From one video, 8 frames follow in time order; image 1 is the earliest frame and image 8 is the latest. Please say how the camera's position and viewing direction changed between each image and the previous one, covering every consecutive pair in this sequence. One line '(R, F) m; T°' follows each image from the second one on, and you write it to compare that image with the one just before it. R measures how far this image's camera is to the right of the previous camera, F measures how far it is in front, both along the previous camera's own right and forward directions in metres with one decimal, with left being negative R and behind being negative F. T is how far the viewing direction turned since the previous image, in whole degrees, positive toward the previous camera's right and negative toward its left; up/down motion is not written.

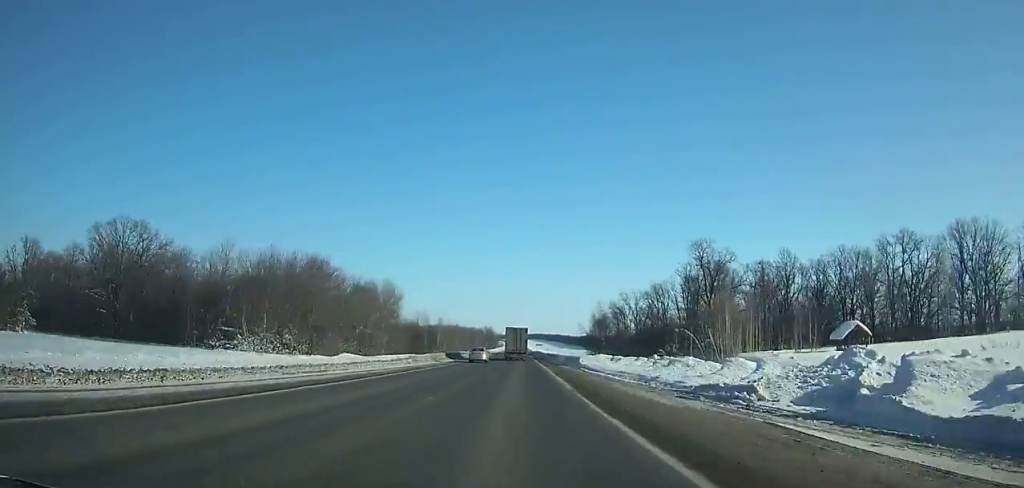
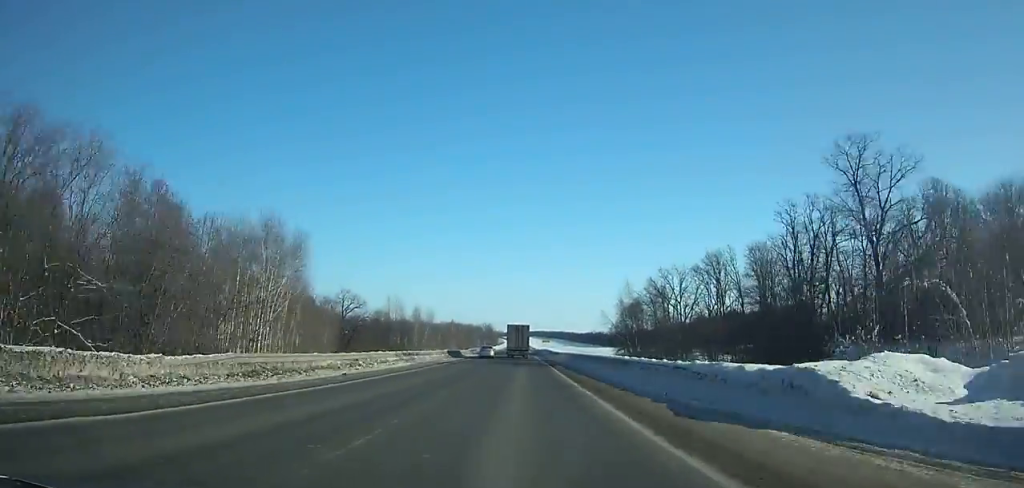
(-0.1, +40.7) m; 0°
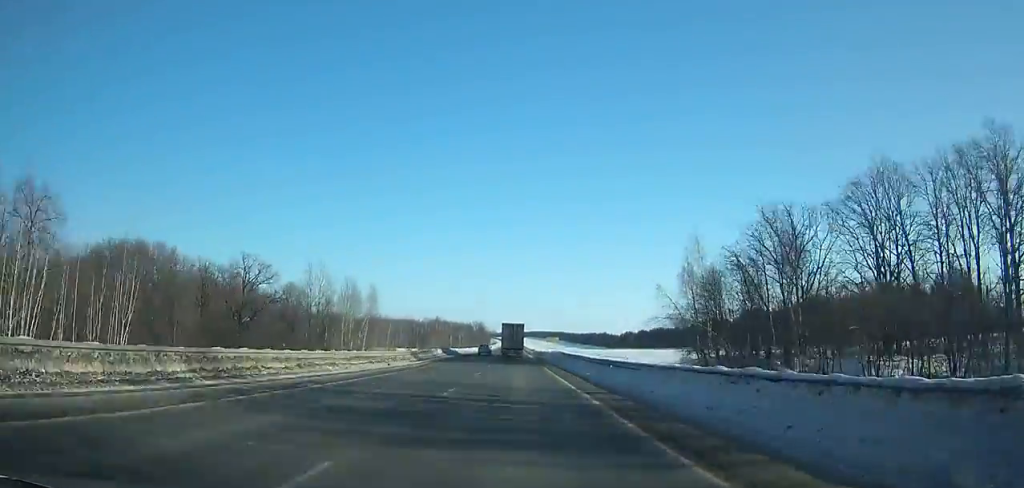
(+0.3, +50.8) m; 0°
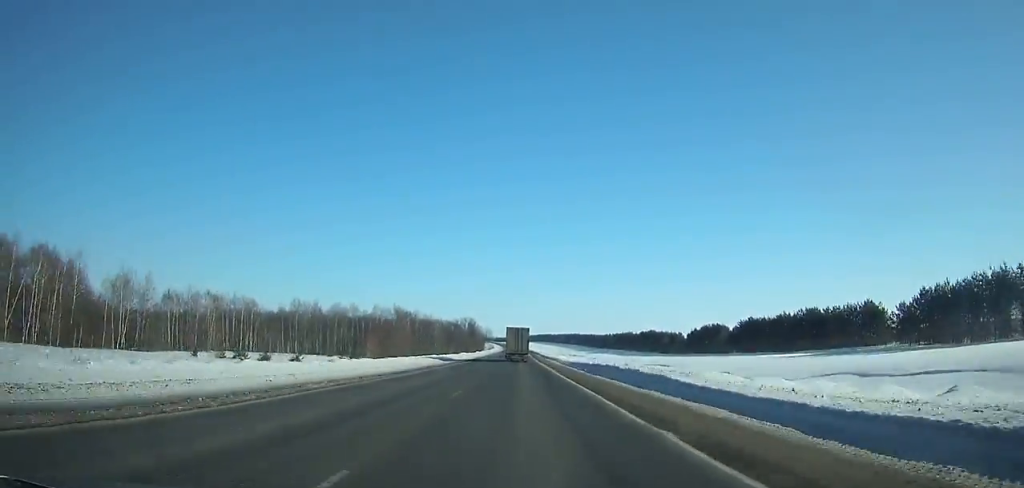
(-0.7, +132.4) m; 0°
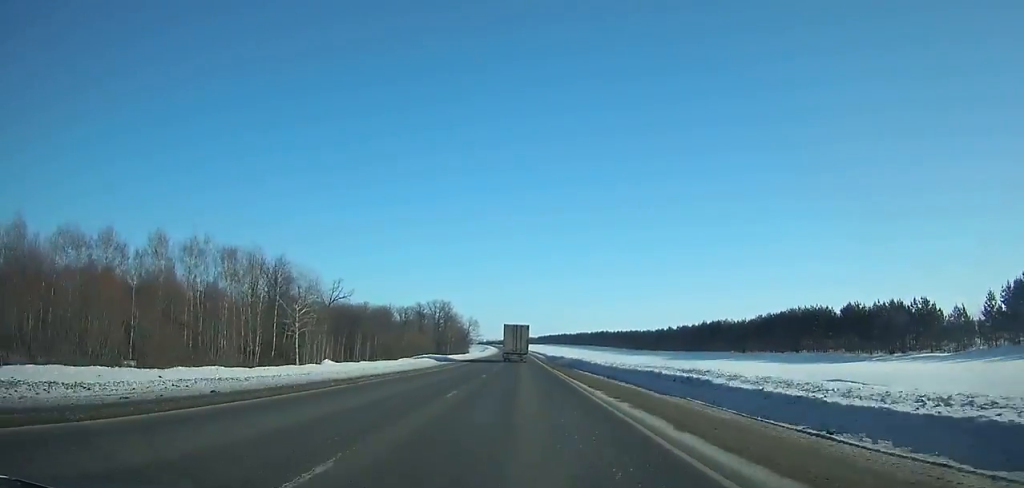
(0.0, +142.5) m; 0°
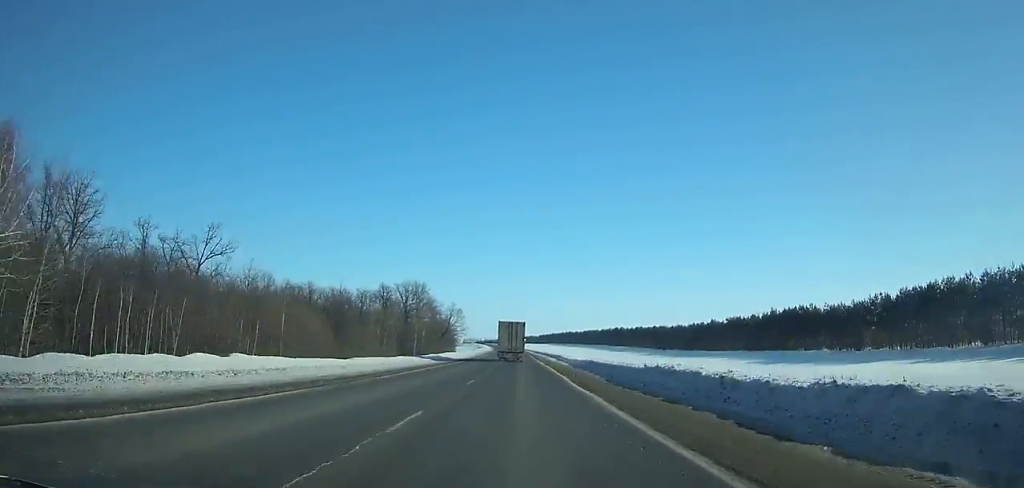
(0.0, +55.3) m; 0°
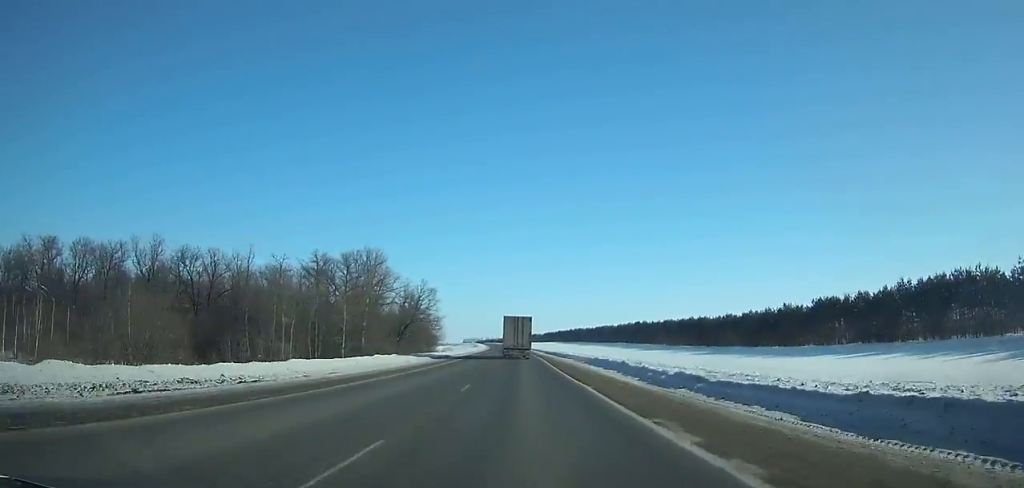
(-0.2, +50.4) m; 0°
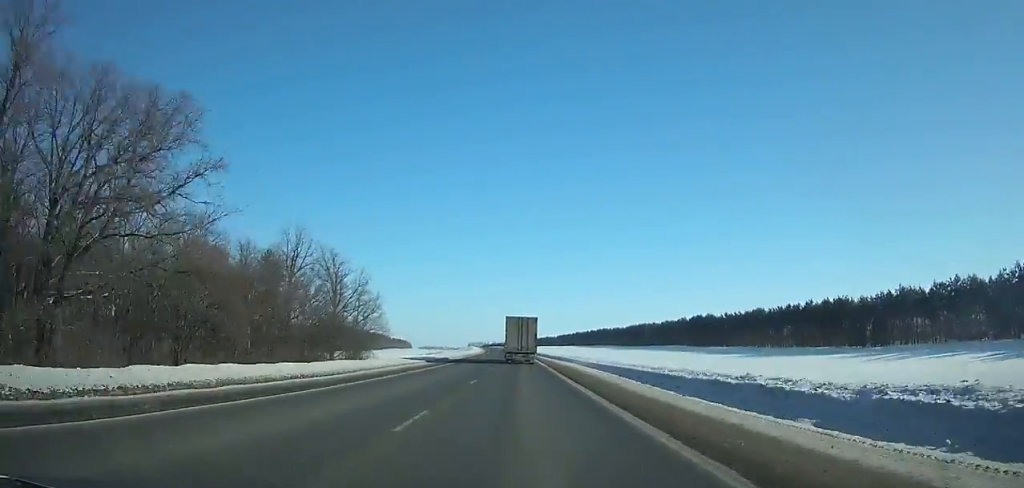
(-0.4, +80.4) m; -1°
